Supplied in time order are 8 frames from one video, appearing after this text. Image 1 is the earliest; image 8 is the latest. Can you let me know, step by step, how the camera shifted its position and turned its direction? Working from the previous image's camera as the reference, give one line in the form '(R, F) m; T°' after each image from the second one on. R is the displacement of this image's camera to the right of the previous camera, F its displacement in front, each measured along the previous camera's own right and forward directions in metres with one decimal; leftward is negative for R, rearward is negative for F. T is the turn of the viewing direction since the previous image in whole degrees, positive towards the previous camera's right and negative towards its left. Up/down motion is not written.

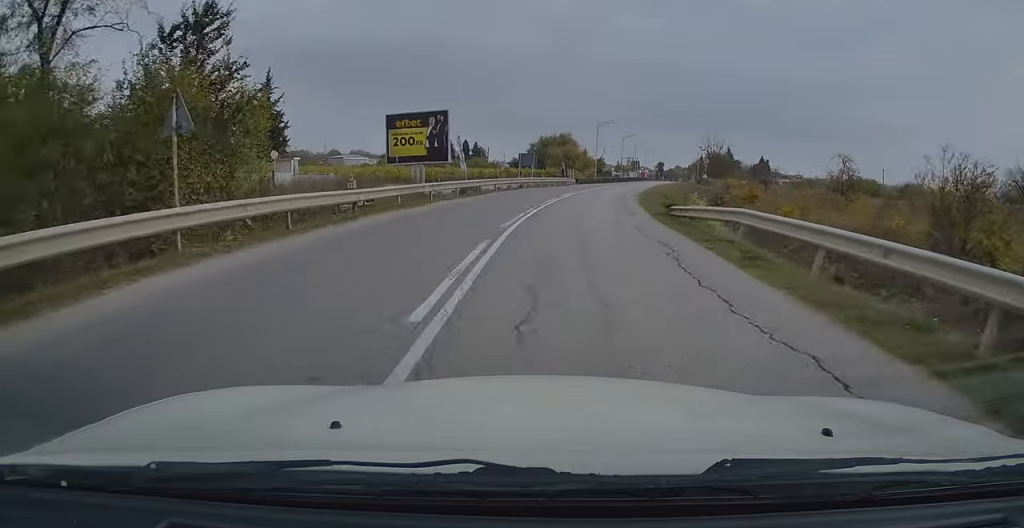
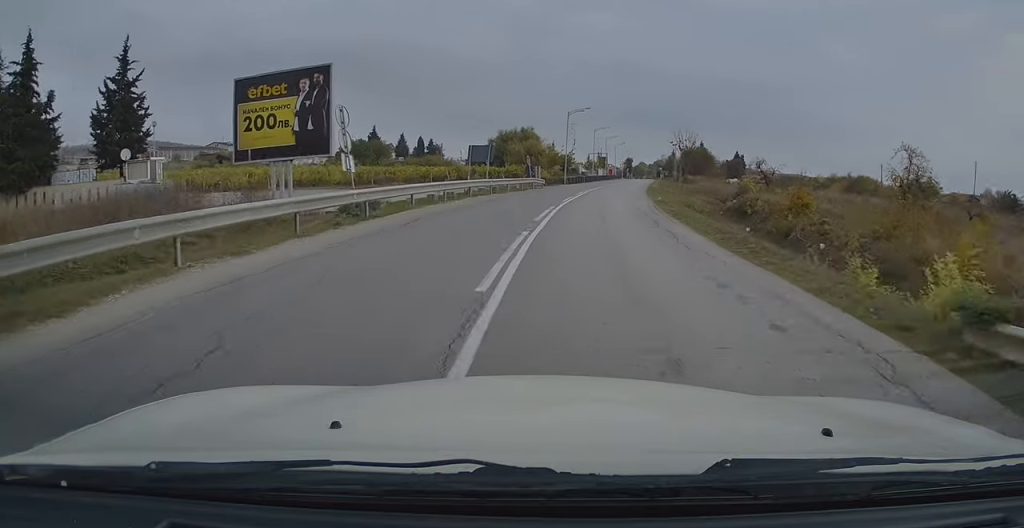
(+0.5, +16.3) m; +3°
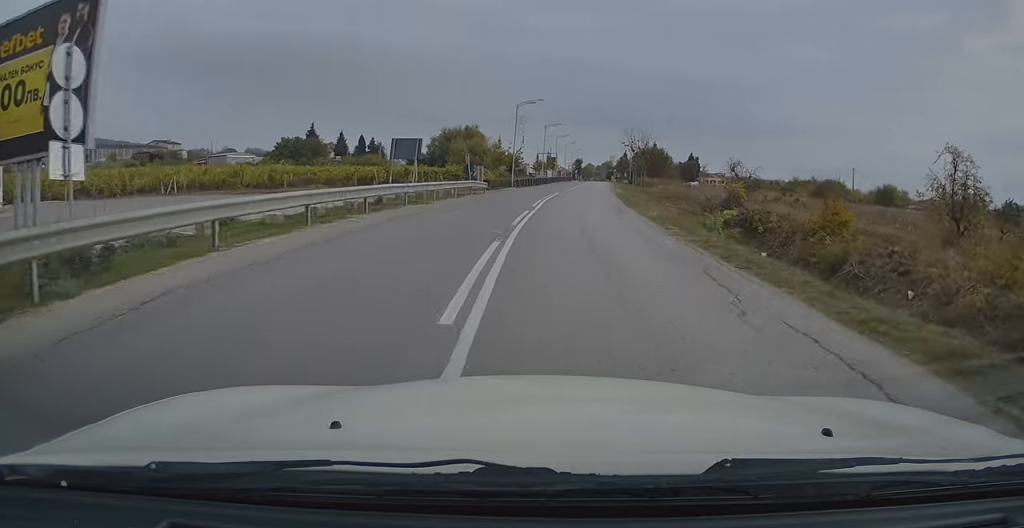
(+0.1, +10.4) m; +3°
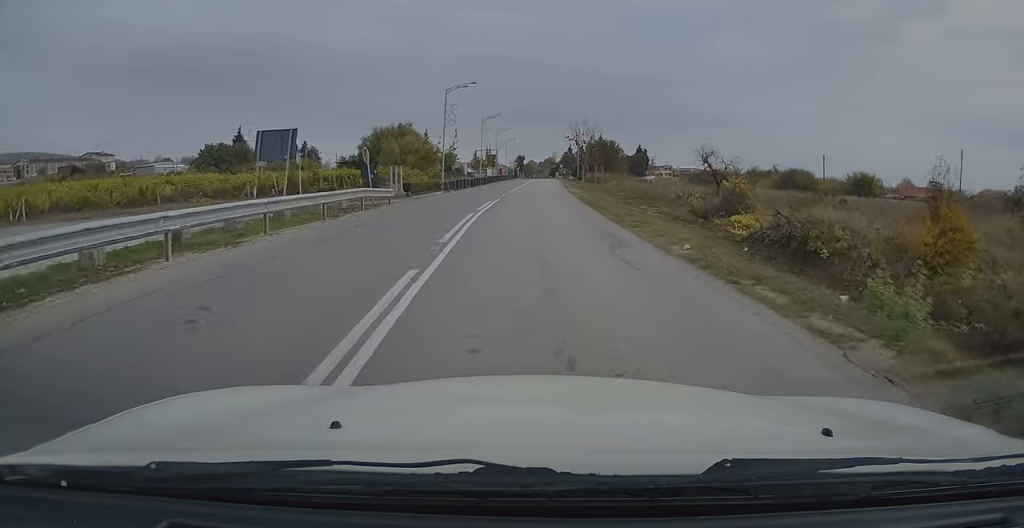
(+0.6, +11.8) m; +4°
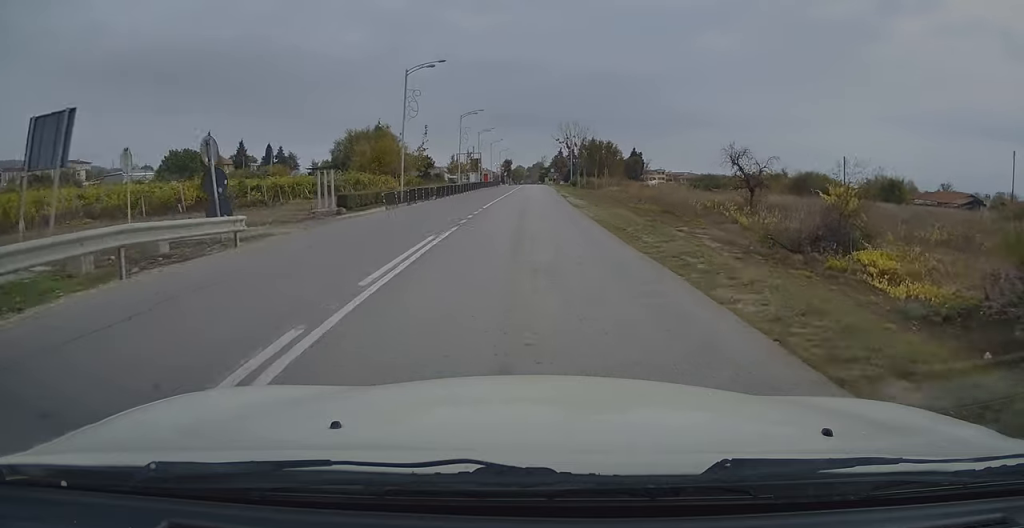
(+0.5, +12.8) m; +3°
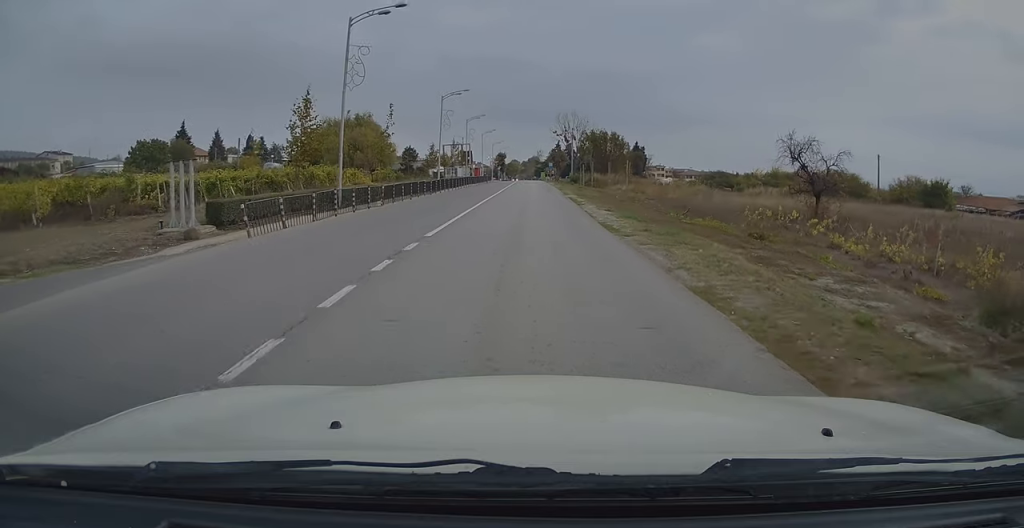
(+0.1, +12.8) m; +1°
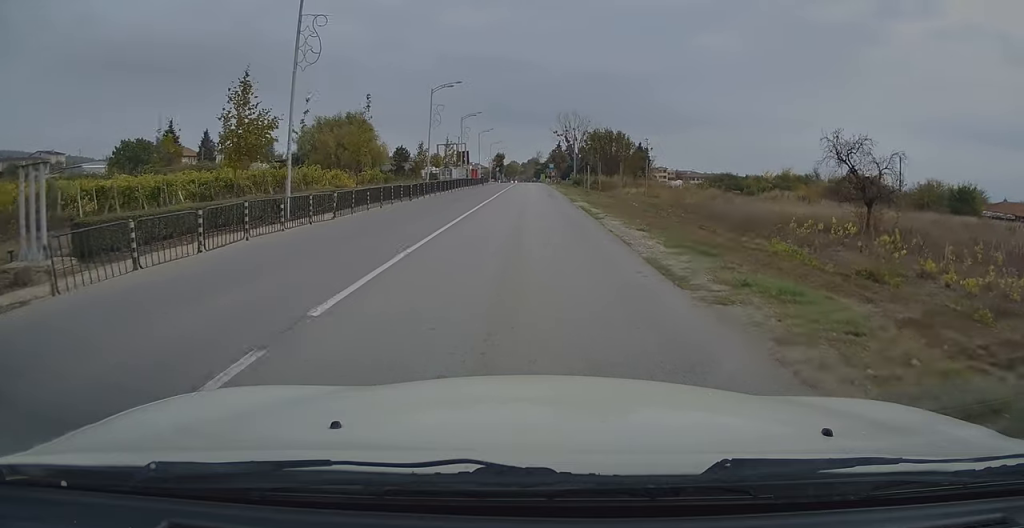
(0.0, +6.4) m; 0°
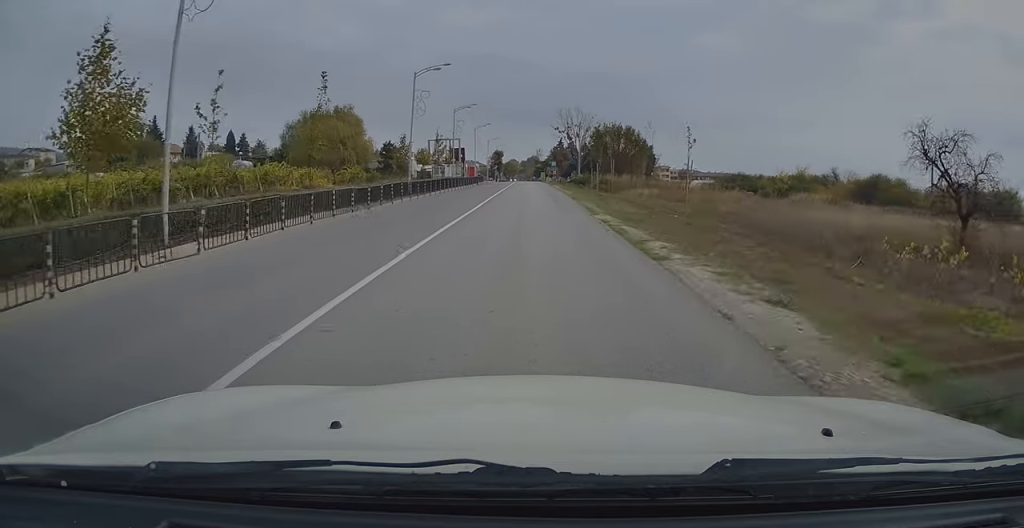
(0.0, +8.2) m; 0°
